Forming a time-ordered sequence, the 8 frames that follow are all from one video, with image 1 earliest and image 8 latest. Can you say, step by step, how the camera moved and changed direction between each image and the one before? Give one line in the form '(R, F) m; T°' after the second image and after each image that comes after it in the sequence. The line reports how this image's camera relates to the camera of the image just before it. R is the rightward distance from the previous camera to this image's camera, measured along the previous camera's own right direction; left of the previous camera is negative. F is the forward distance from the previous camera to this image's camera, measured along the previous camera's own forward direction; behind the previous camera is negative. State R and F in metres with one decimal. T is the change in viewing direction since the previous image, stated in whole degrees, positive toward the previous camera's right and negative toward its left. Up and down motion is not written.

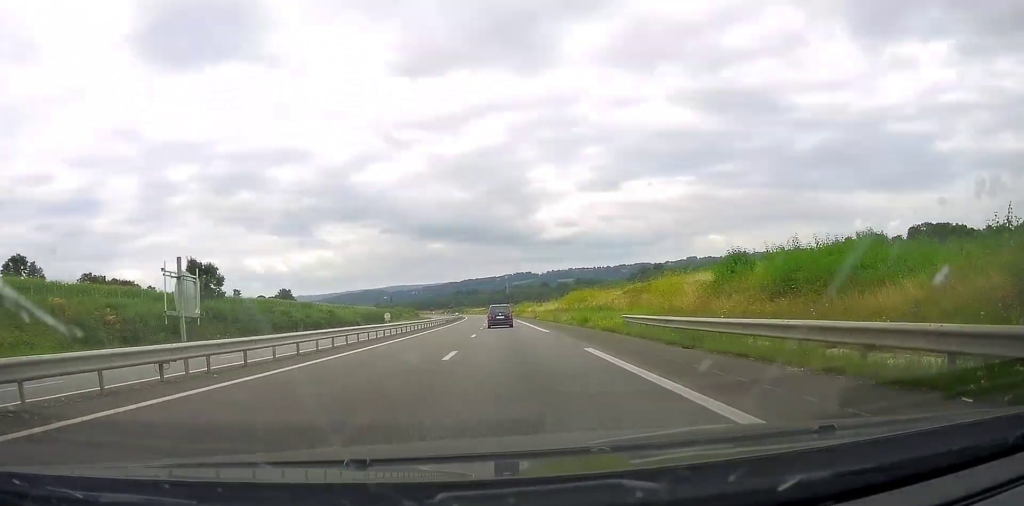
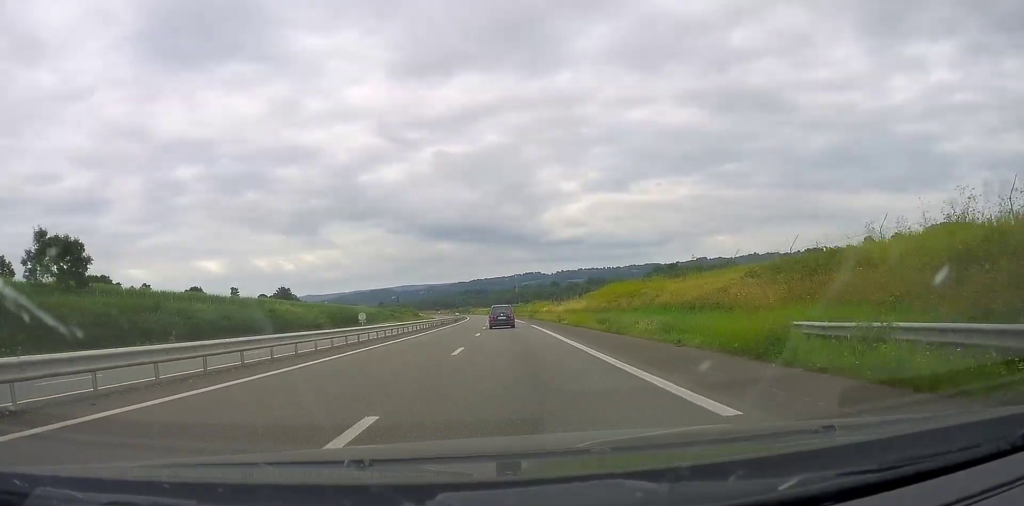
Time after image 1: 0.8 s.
(-0.1, +24.4) m; -1°
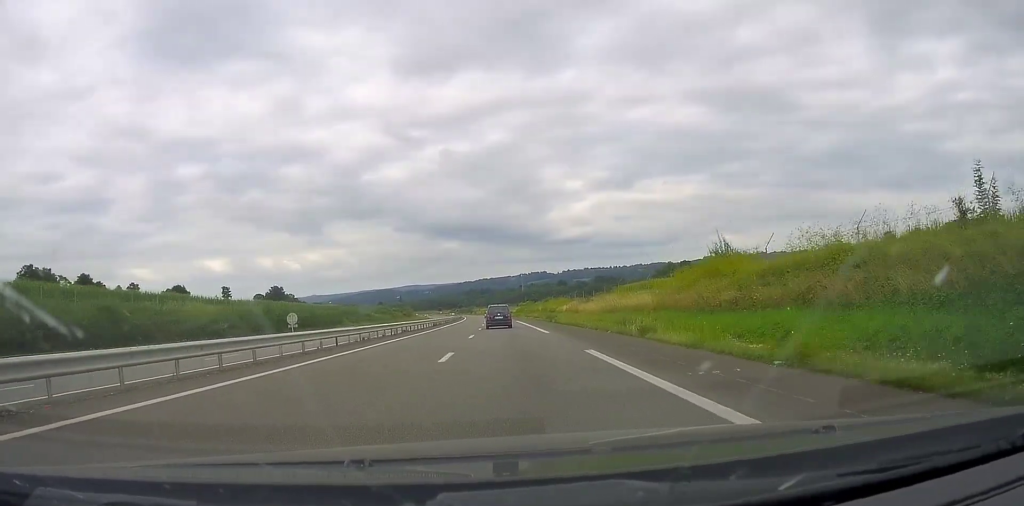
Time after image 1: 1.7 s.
(-0.2, +29.3) m; -1°
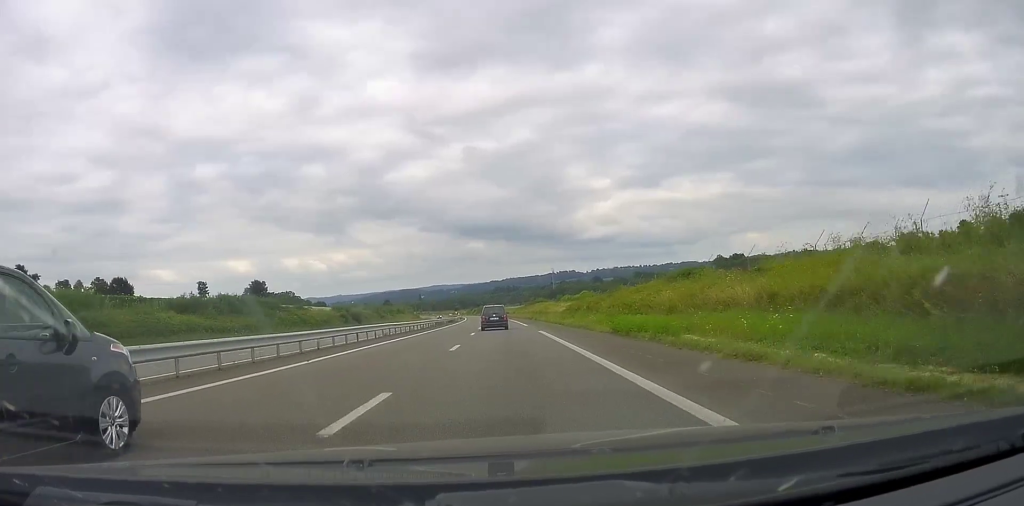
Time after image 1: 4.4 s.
(-3.3, +87.9) m; -4°
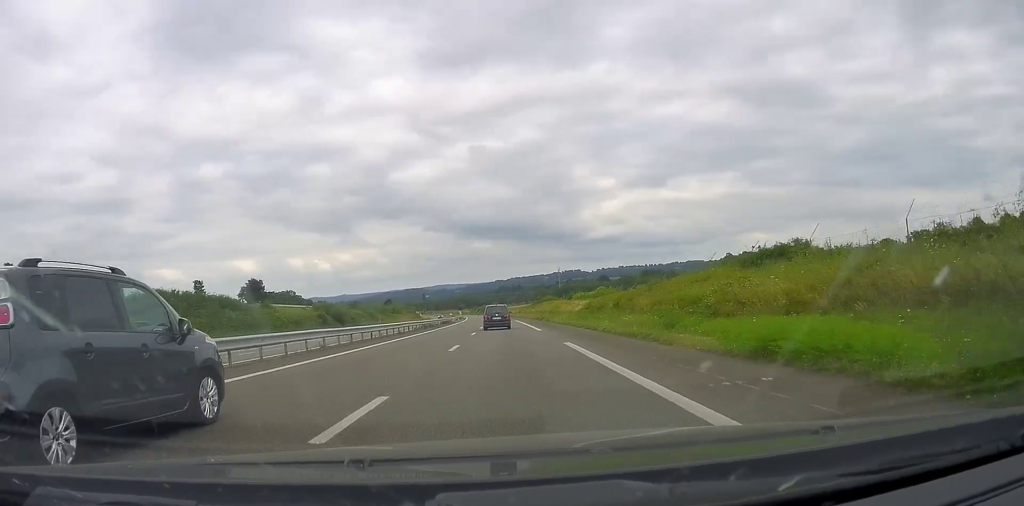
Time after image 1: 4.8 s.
(0.0, +13.5) m; 0°
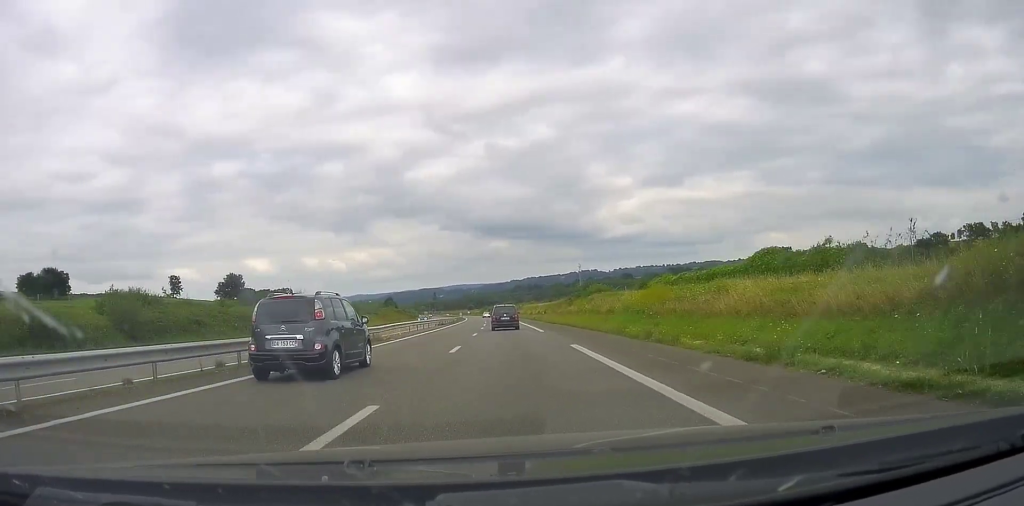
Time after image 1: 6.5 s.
(-0.3, +53.7) m; -1°
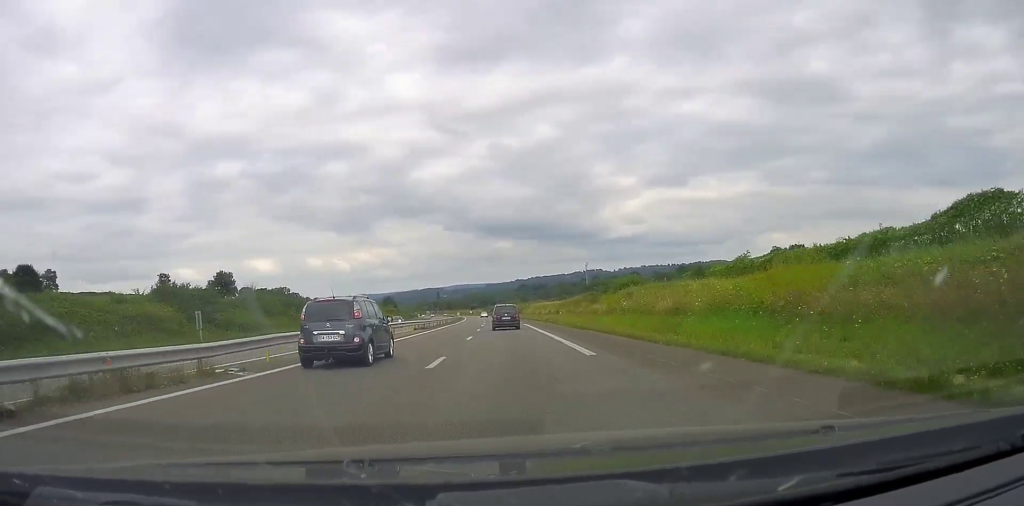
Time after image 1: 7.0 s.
(-0.2, +18.1) m; -1°
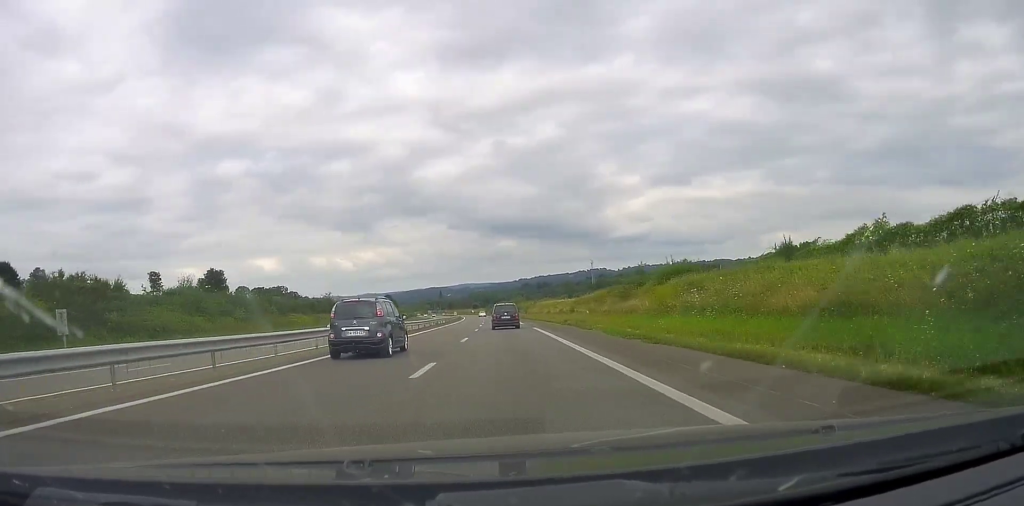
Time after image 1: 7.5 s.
(-0.1, +15.4) m; 0°
